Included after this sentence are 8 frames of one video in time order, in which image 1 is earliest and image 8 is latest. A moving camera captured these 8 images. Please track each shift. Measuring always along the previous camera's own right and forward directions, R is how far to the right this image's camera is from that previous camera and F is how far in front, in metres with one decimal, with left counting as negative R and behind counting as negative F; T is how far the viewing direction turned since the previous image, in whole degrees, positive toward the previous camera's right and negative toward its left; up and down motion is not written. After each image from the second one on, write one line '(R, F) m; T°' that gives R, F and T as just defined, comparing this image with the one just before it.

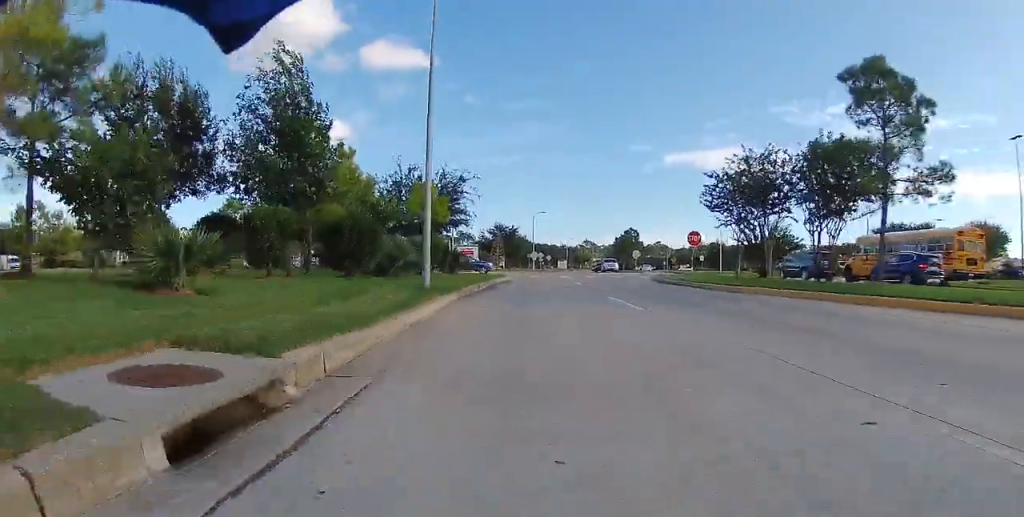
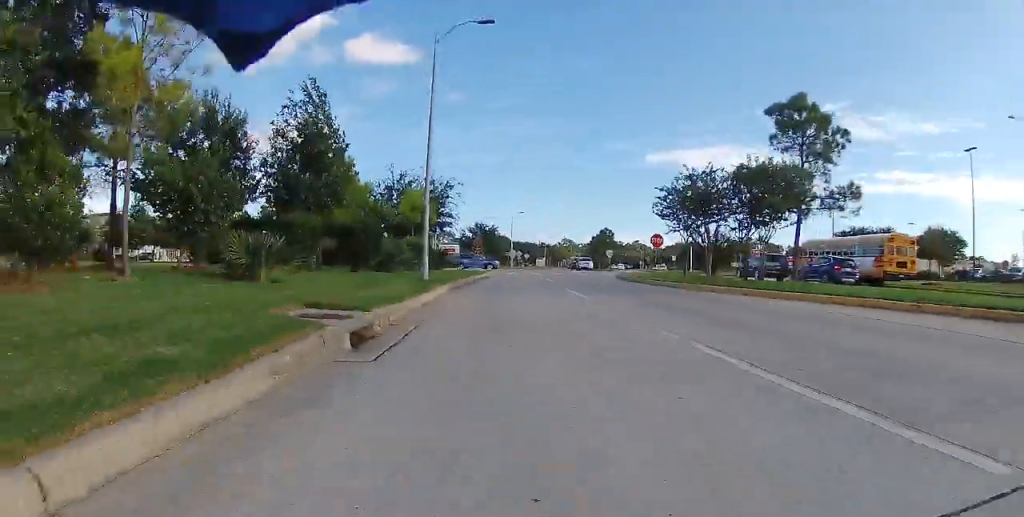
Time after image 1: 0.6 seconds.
(+0.2, +3.6) m; 0°
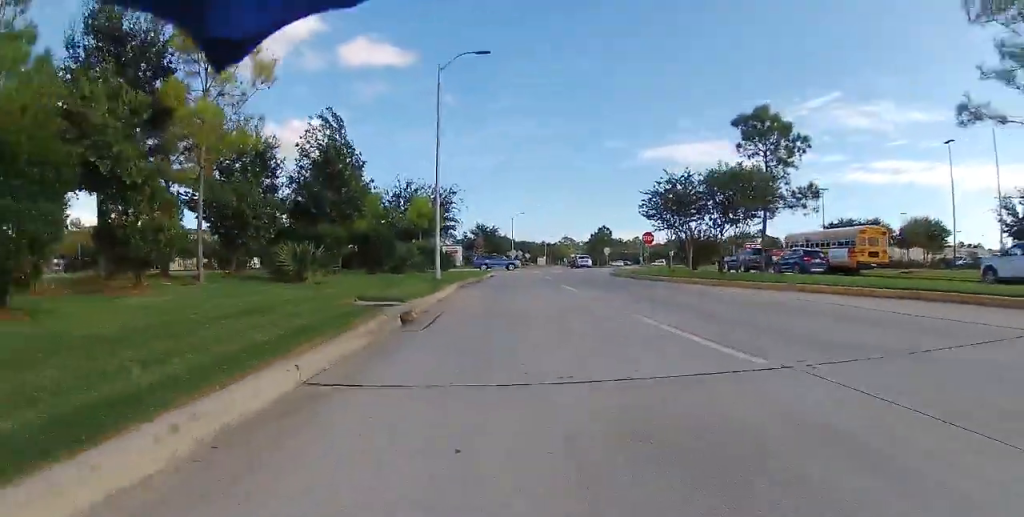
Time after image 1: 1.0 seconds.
(+0.1, +2.5) m; 0°
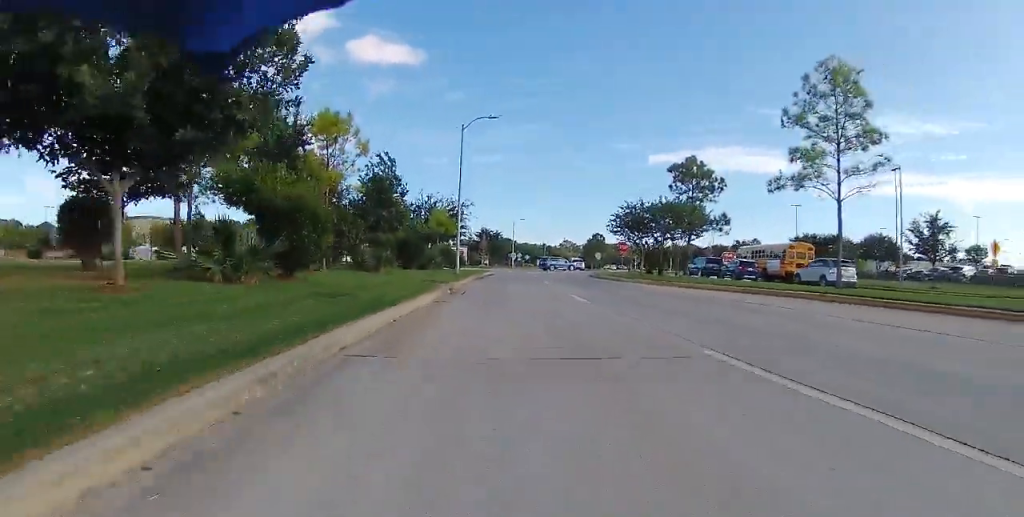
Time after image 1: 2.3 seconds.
(-0.2, +8.8) m; 0°
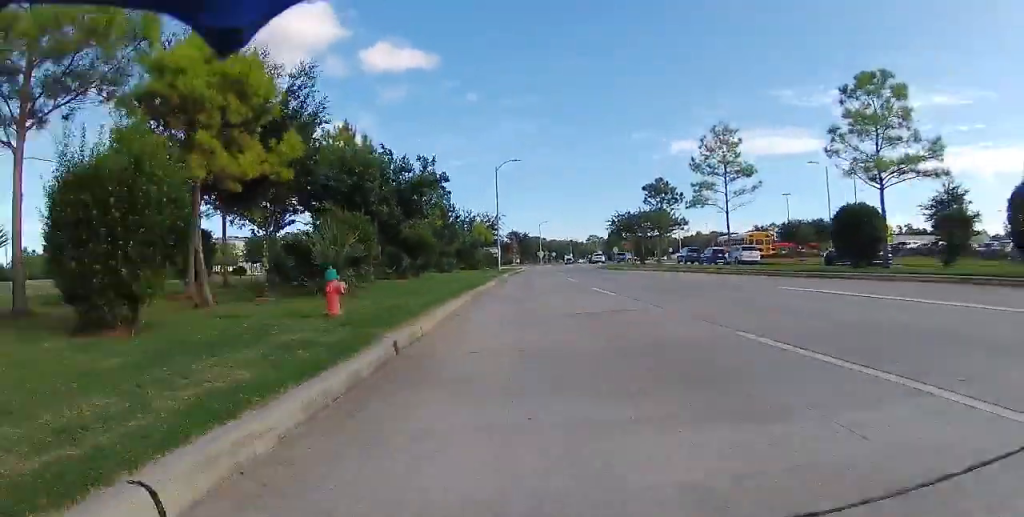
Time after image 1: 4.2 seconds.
(+0.2, +12.8) m; 0°
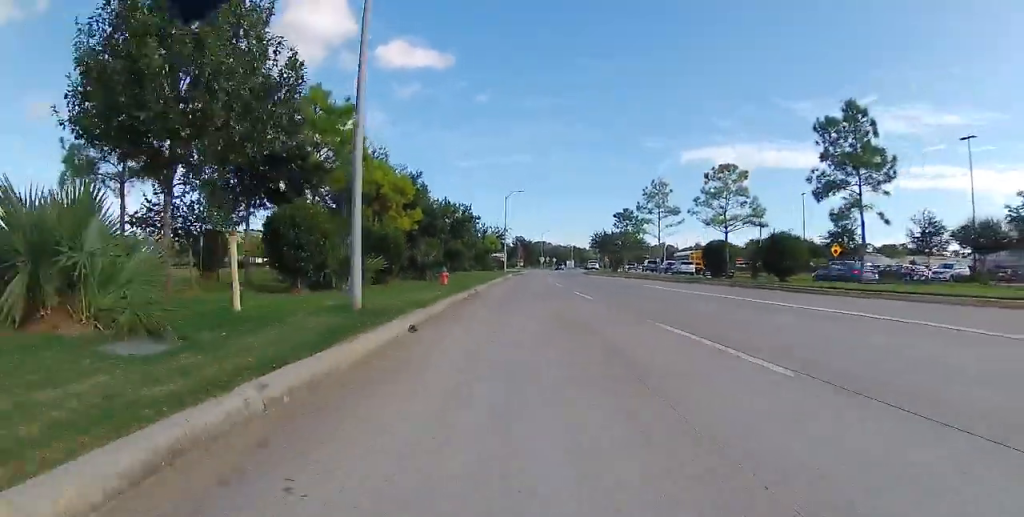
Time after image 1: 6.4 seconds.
(-0.2, +14.9) m; -3°
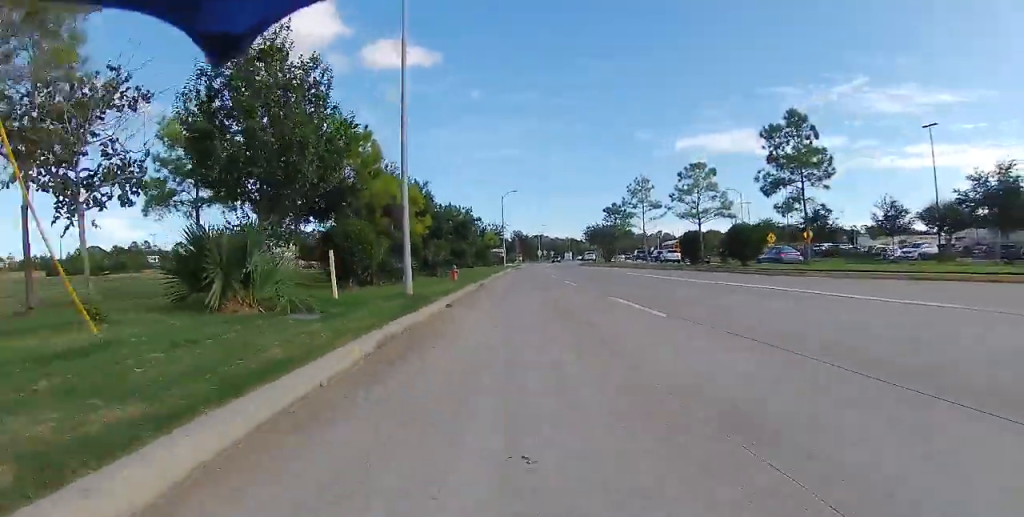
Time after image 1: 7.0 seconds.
(-0.1, +4.4) m; -1°
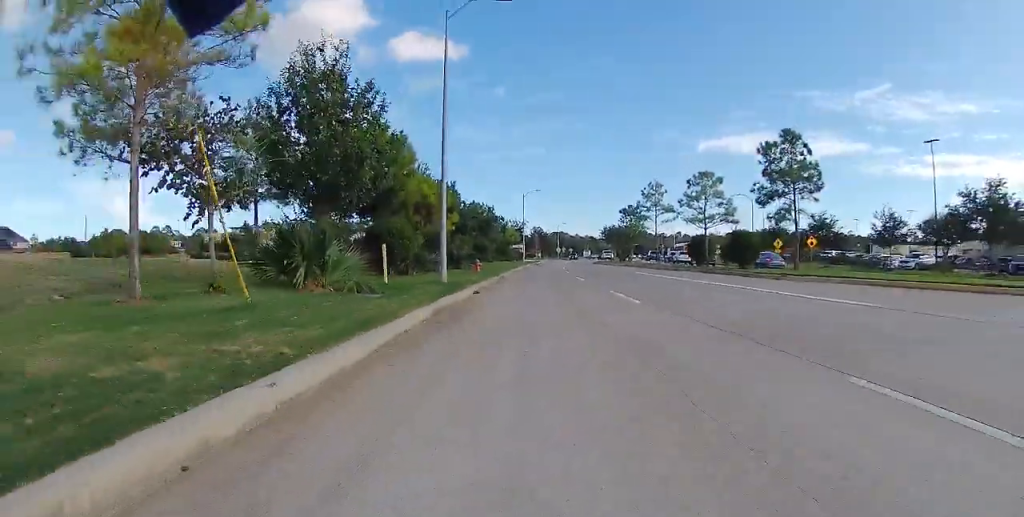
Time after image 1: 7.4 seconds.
(0.0, +3.0) m; +1°
